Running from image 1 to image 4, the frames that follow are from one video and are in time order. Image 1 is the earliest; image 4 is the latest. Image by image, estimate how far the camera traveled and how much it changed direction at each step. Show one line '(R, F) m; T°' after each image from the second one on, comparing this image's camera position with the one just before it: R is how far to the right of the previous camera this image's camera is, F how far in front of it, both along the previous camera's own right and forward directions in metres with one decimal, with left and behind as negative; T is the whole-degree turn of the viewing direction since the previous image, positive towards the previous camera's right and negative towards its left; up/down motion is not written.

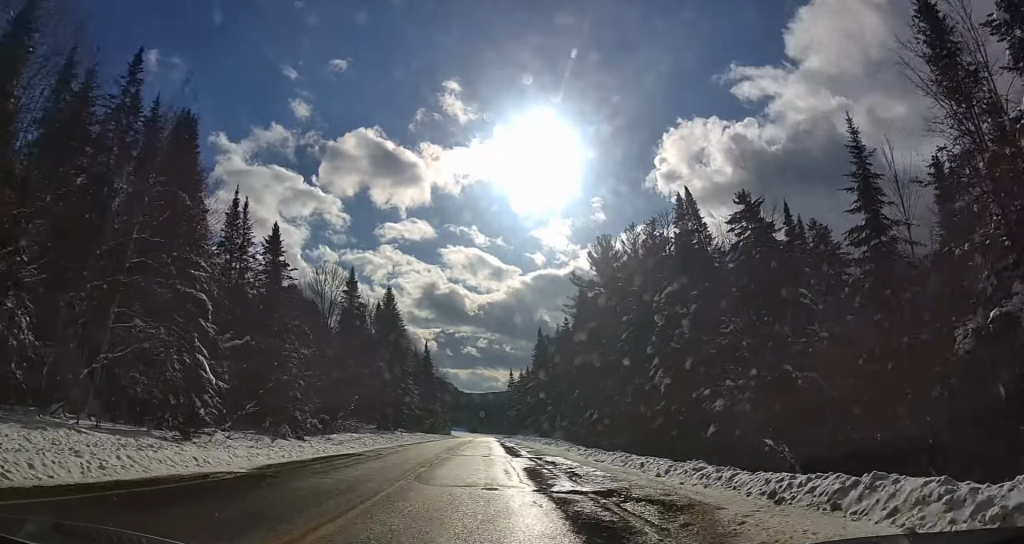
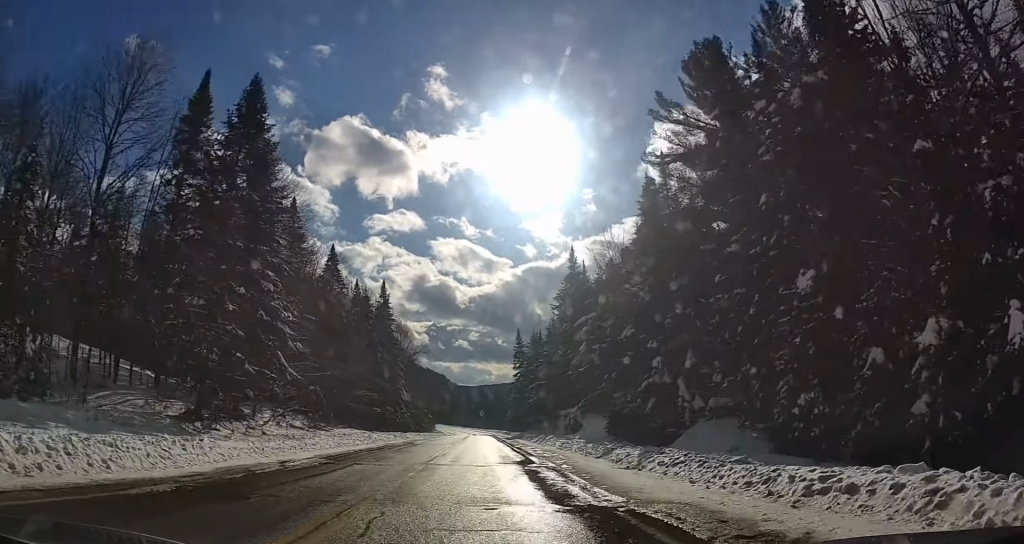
(-0.2, +44.5) m; 0°
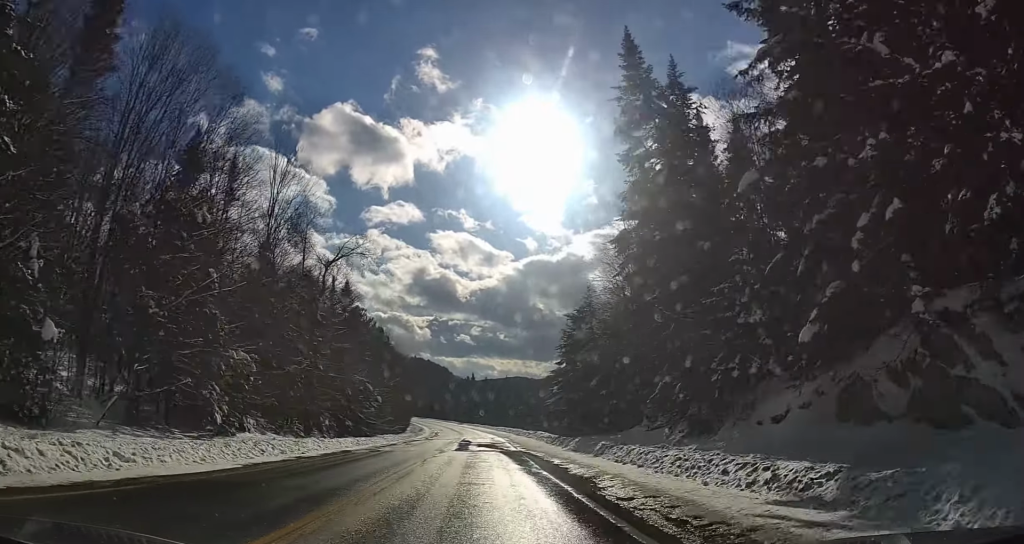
(+0.3, +63.8) m; +1°
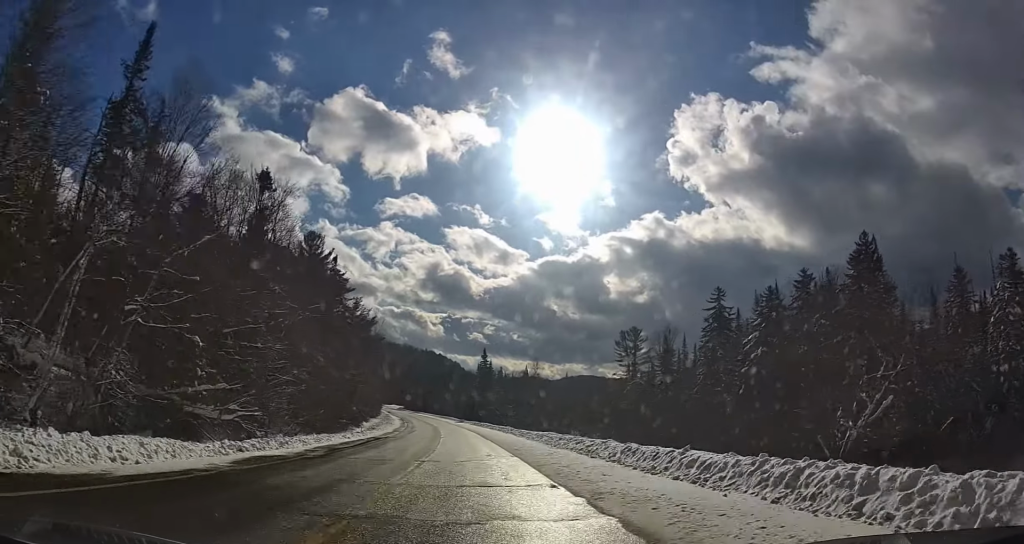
(+0.5, +57.1) m; -1°
